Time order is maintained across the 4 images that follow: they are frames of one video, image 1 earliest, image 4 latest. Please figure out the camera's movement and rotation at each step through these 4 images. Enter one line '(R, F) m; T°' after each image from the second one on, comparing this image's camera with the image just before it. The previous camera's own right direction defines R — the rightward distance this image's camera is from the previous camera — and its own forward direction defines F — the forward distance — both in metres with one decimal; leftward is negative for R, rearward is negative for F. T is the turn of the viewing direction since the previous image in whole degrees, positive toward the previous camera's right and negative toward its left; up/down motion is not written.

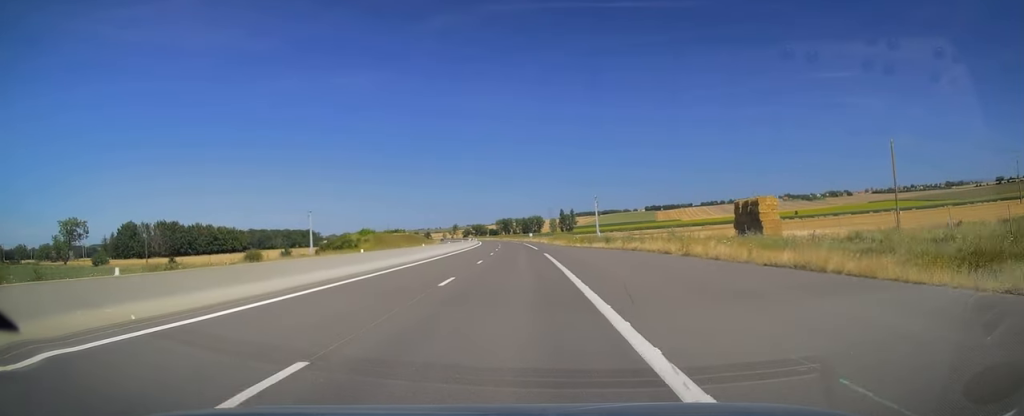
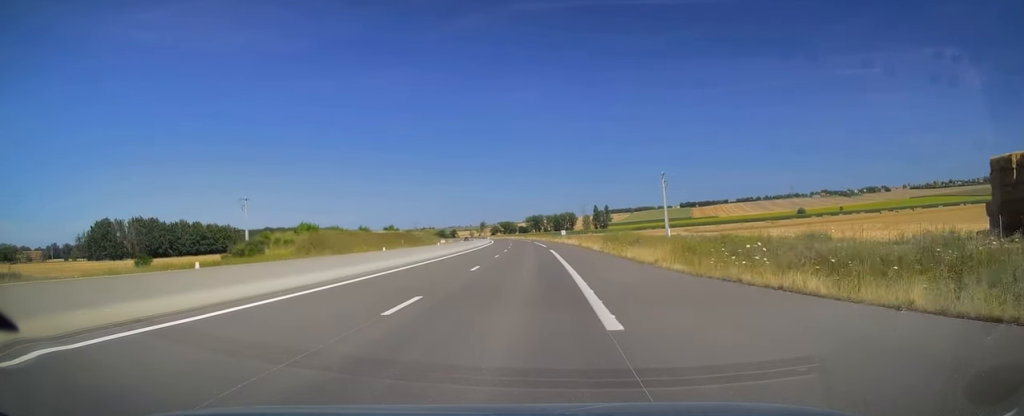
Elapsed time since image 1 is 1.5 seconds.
(-0.7, +45.2) m; -2°
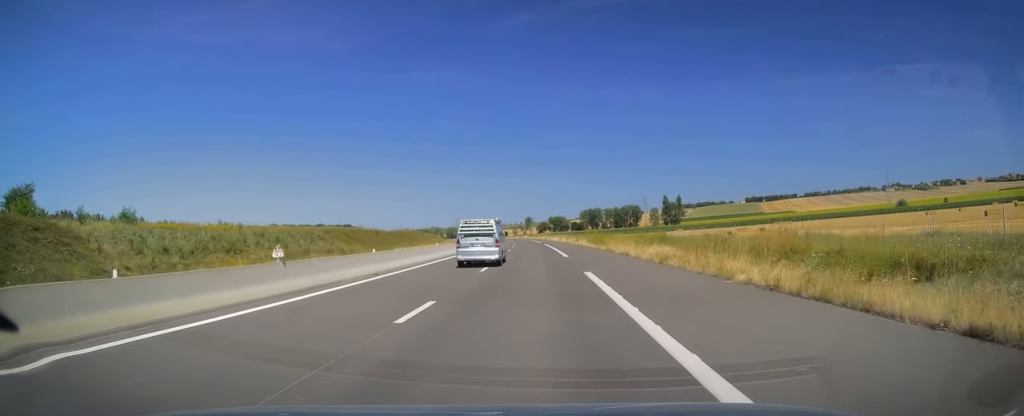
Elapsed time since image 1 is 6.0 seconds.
(-6.1, +131.0) m; -5°
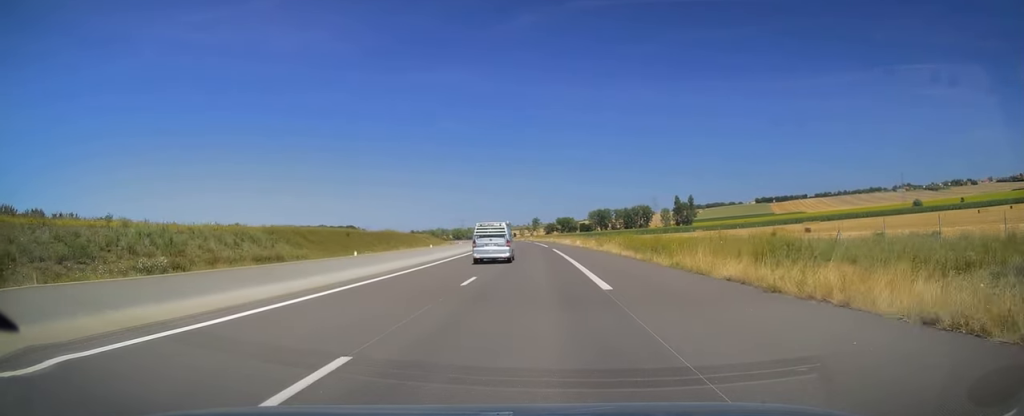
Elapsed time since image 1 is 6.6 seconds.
(-0.1, +18.7) m; 0°
